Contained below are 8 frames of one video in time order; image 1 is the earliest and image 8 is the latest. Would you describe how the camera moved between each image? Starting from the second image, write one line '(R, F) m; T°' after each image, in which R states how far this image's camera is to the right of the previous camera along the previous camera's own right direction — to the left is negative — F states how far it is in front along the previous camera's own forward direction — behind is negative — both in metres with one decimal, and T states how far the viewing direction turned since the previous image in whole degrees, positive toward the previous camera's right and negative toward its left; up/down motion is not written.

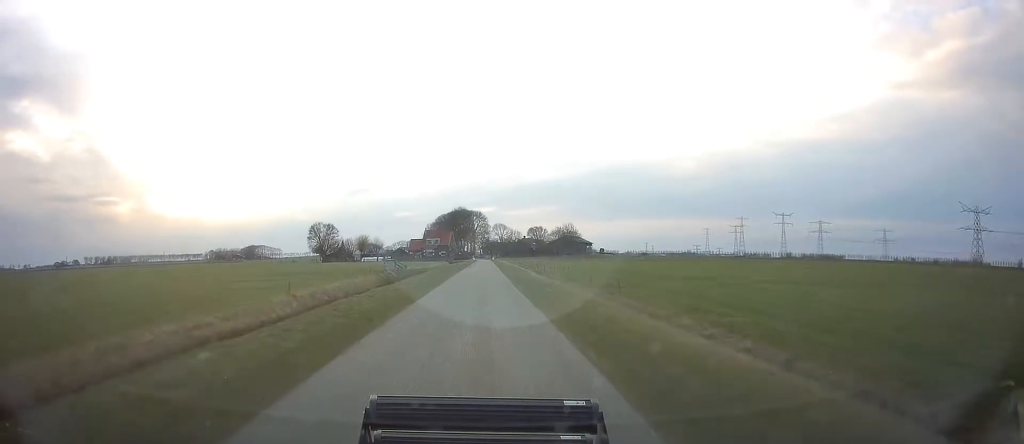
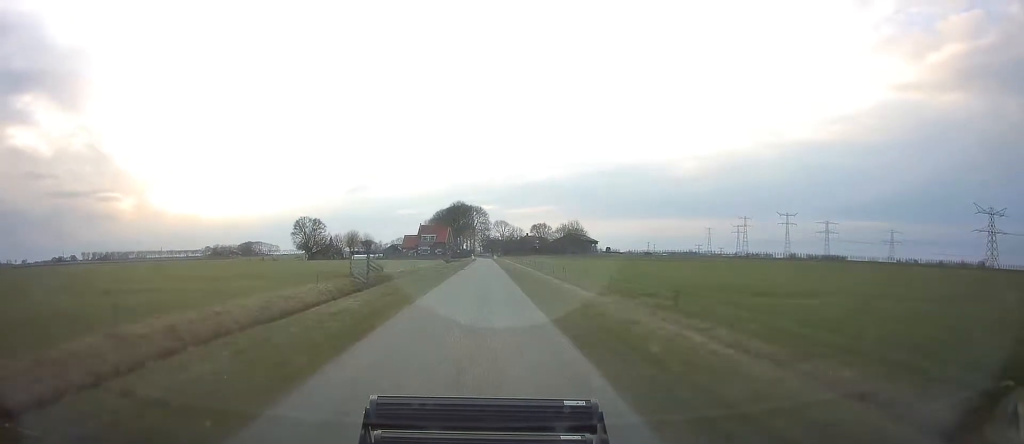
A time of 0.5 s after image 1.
(-0.1, +15.5) m; 0°
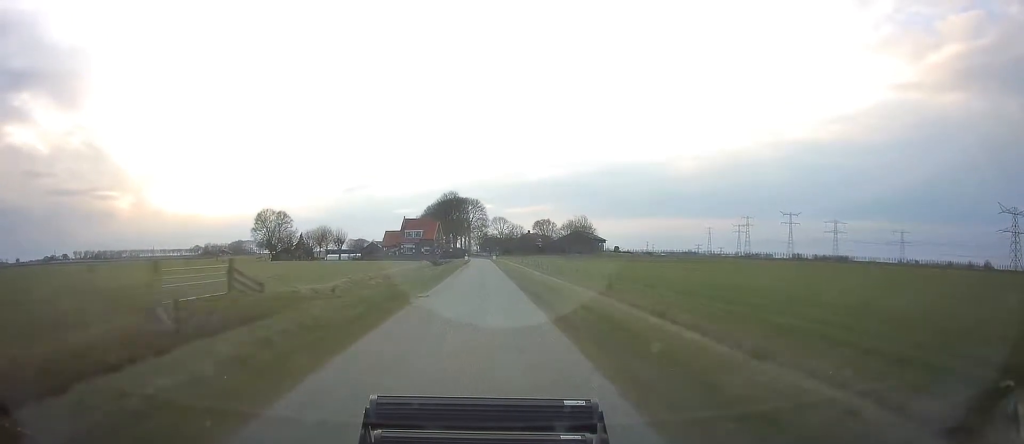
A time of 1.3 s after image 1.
(0.0, +26.8) m; 0°
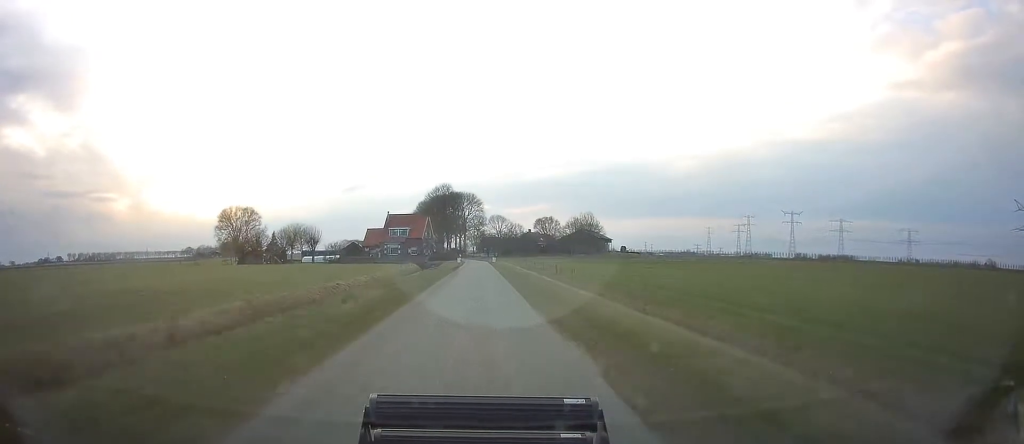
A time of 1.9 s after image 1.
(0.0, +17.5) m; 0°
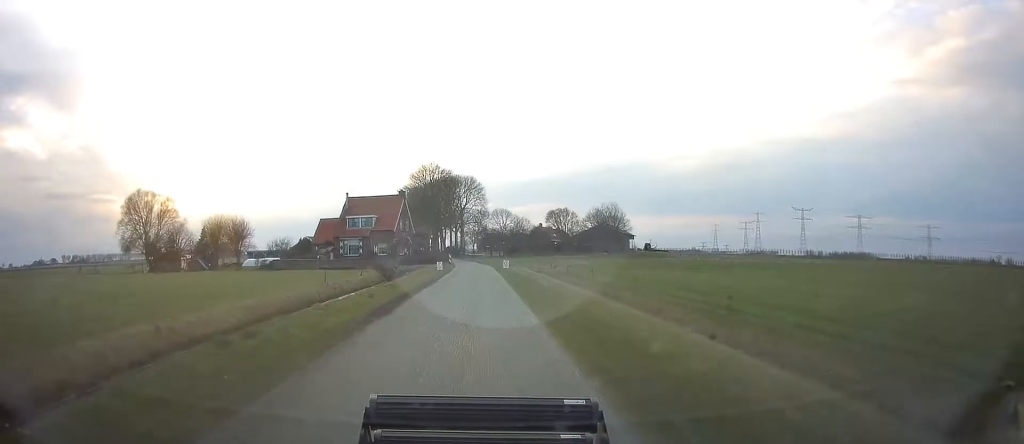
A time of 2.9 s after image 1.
(+0.1, +35.3) m; 0°
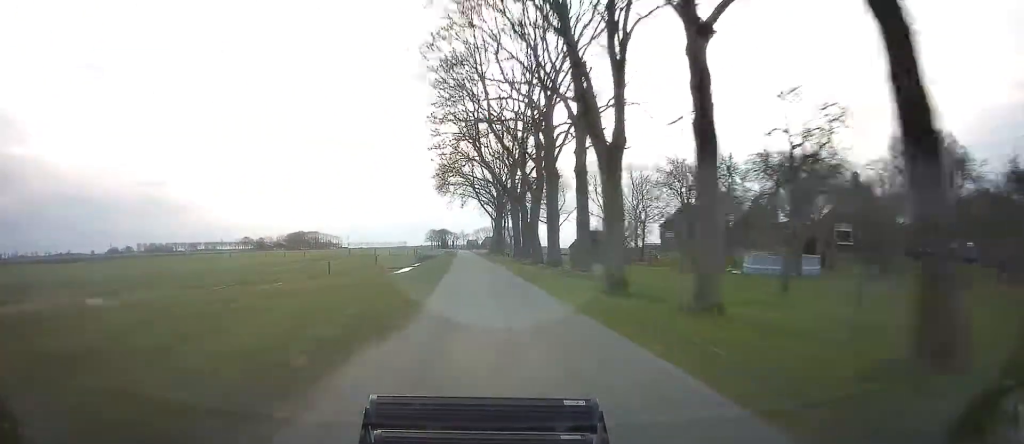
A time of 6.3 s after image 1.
(-10.2, +123.7) m; -10°
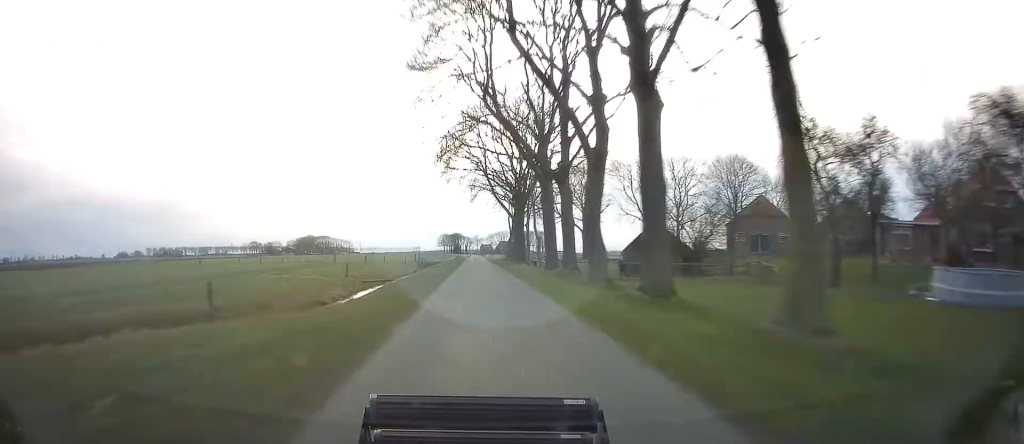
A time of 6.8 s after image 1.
(-0.2, +19.1) m; -1°
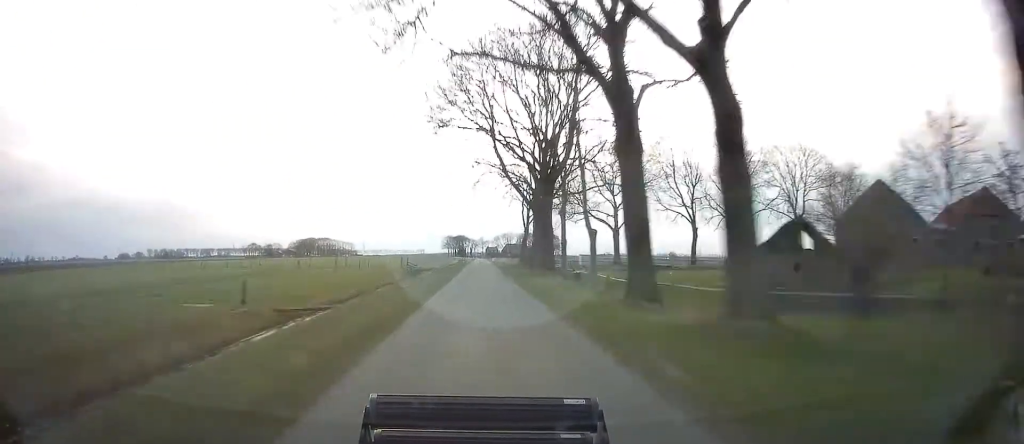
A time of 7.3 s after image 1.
(-0.1, +19.4) m; 0°
